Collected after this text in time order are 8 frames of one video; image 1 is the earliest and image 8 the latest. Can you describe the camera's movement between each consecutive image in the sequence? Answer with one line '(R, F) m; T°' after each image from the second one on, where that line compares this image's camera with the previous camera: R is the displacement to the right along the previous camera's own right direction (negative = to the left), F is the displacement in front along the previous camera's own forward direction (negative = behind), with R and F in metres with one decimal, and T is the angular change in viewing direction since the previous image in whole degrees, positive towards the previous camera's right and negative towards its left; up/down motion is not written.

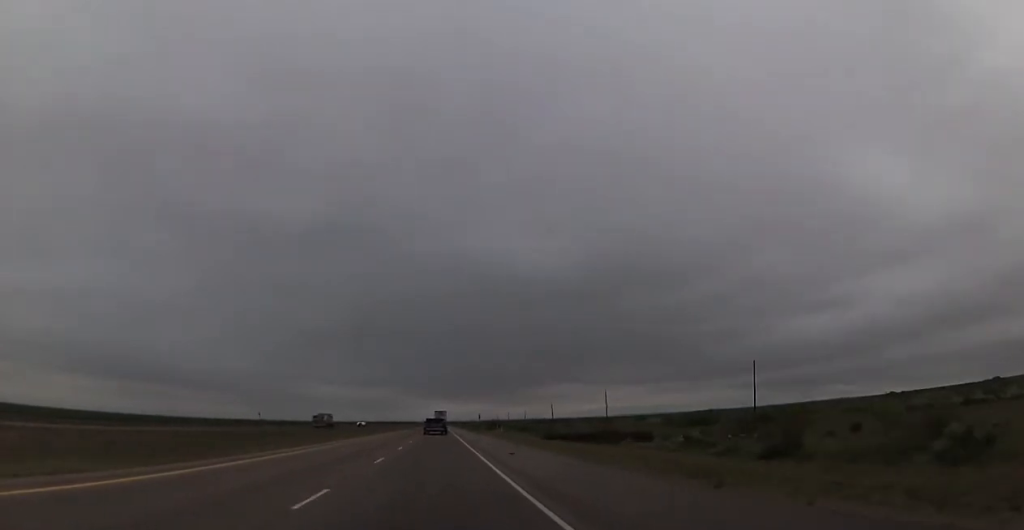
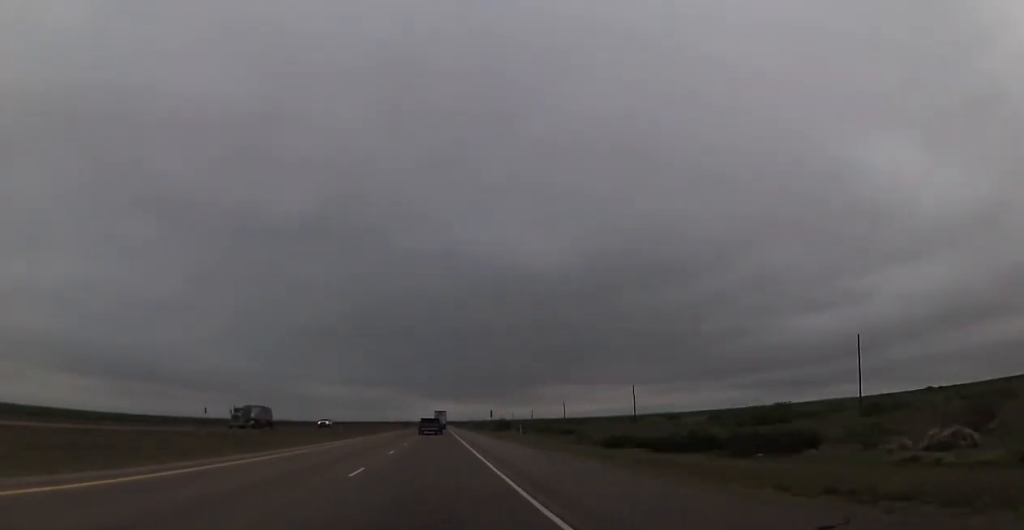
(+0.6, +30.2) m; 0°
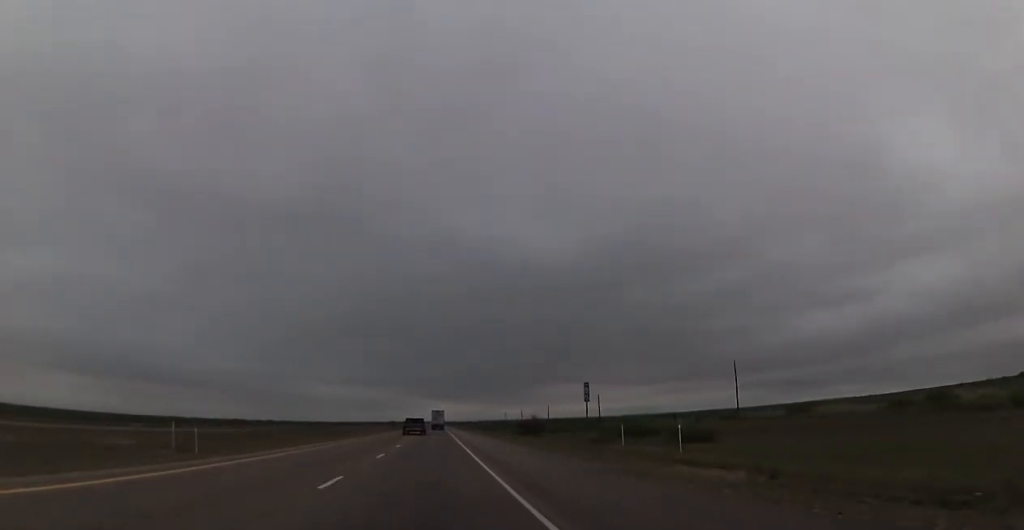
(-0.1, +63.9) m; 0°
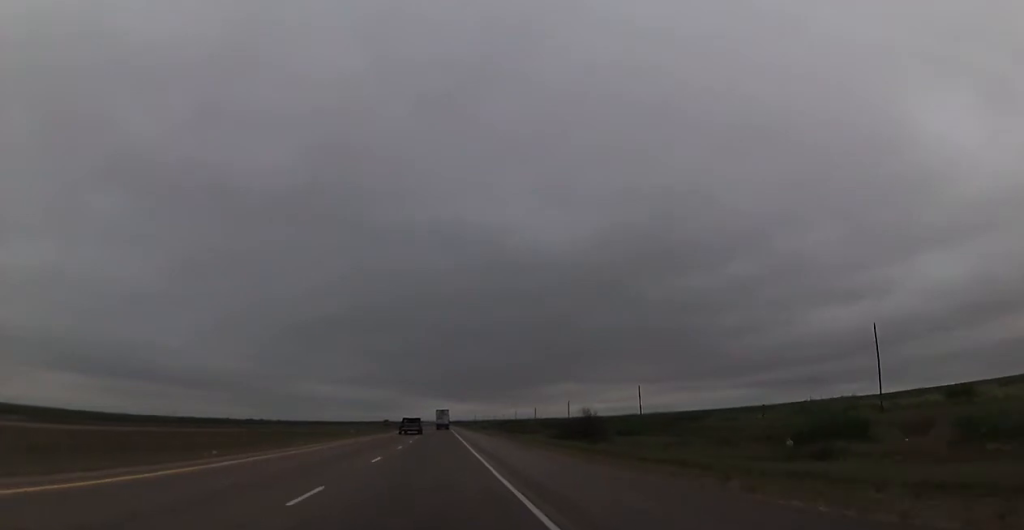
(-0.6, +39.4) m; -1°
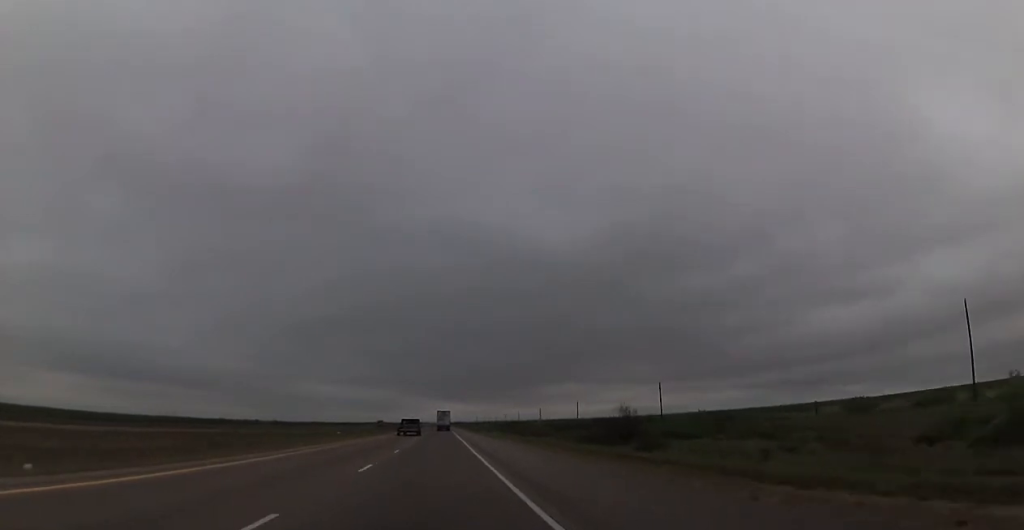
(0.0, +16.3) m; 0°
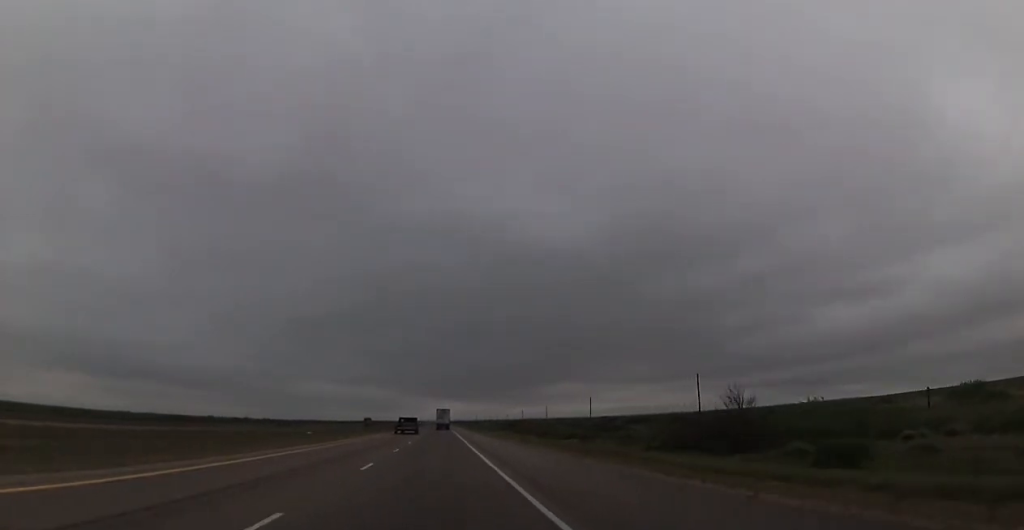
(+0.2, +24.4) m; +1°
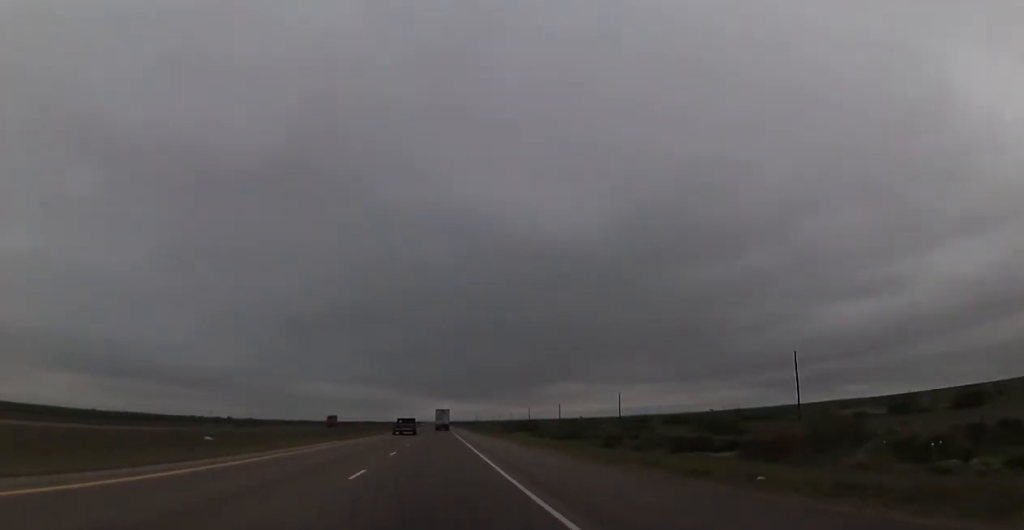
(+0.1, +39.4) m; 0°
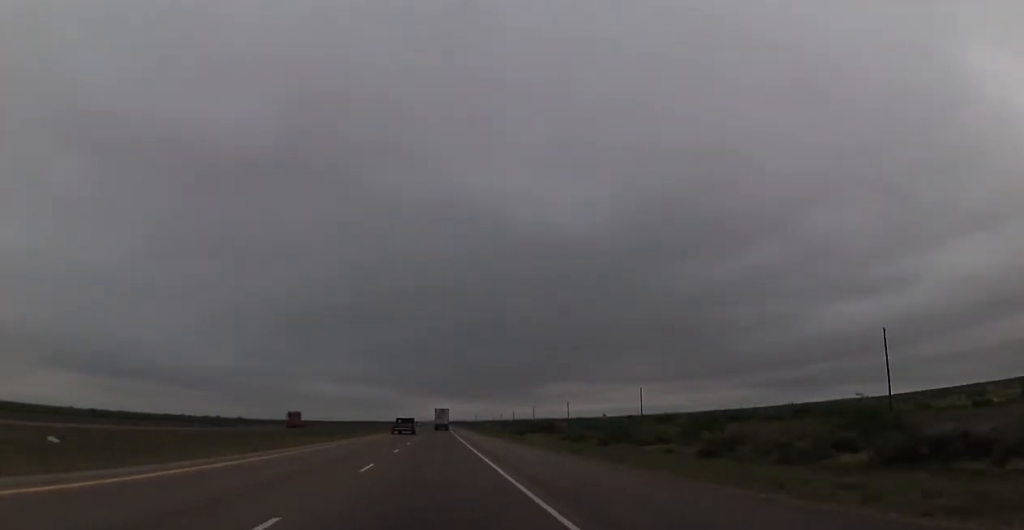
(-0.3, +21.9) m; 0°
